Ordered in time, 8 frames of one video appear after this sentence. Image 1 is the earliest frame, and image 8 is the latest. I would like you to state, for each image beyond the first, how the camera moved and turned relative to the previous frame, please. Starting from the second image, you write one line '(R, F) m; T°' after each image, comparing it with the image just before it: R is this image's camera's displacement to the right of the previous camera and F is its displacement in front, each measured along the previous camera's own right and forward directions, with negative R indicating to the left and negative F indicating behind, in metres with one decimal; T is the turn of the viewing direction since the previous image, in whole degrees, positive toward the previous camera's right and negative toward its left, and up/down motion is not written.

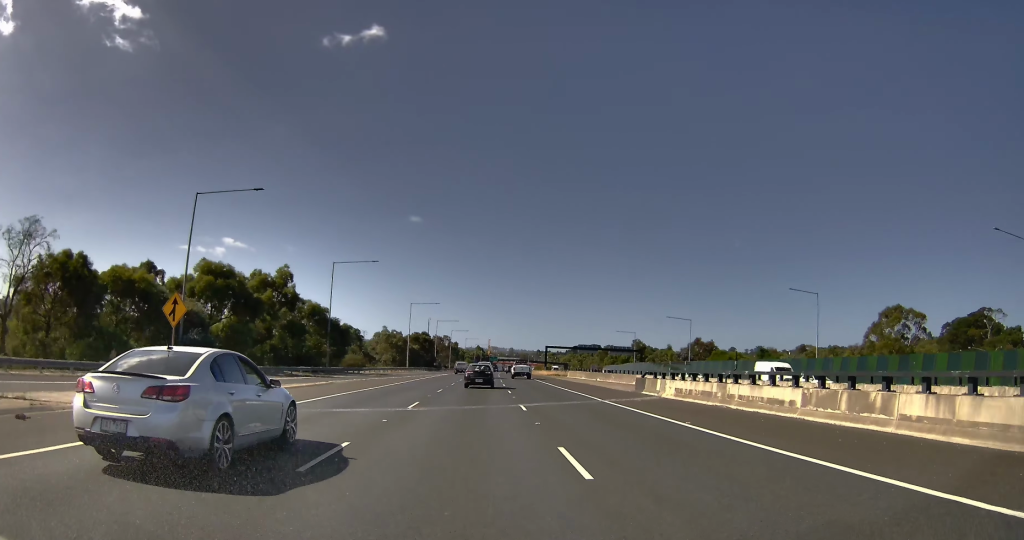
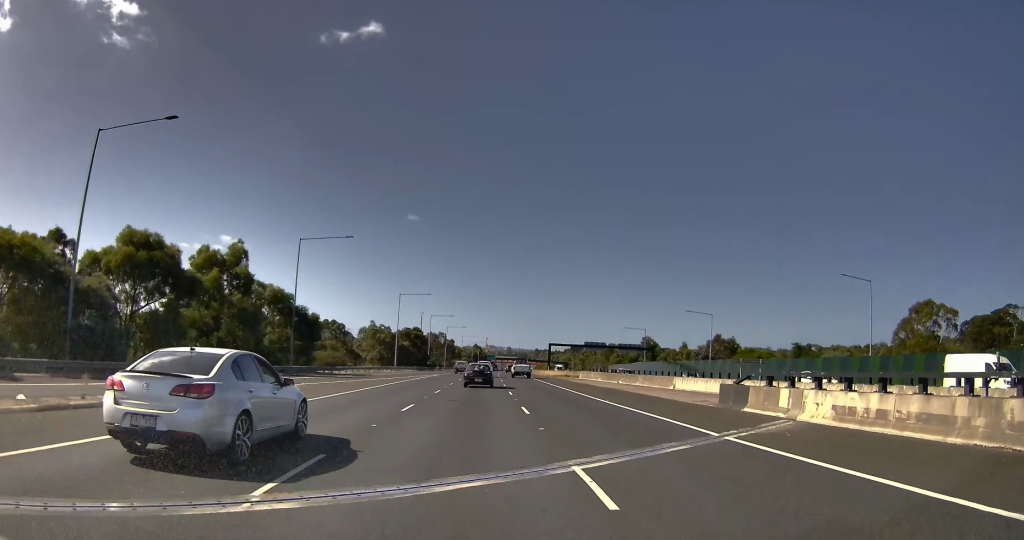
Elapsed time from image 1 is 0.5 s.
(0.0, +15.6) m; 0°
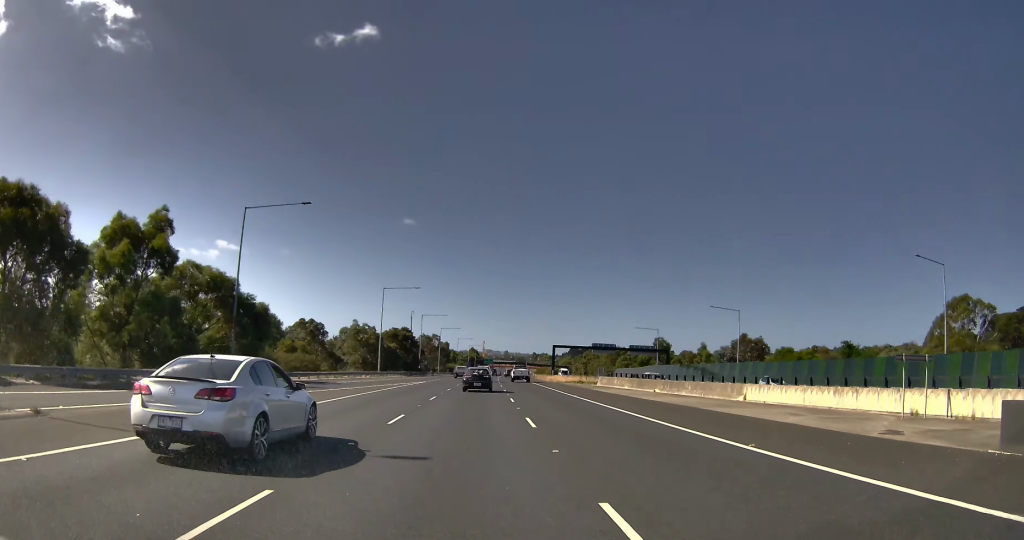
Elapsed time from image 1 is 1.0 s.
(-0.2, +15.6) m; 0°
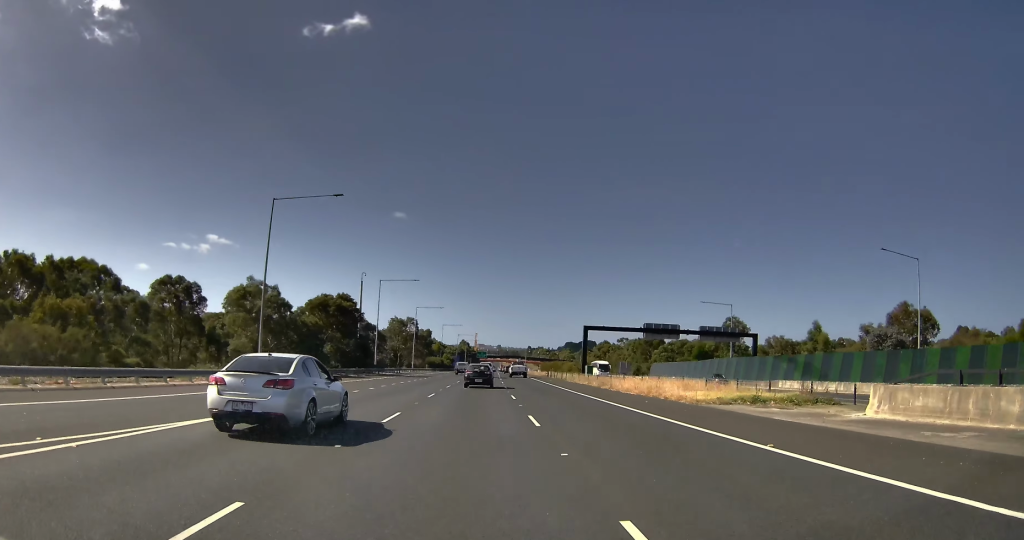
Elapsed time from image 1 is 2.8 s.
(-0.2, +50.2) m; 0°
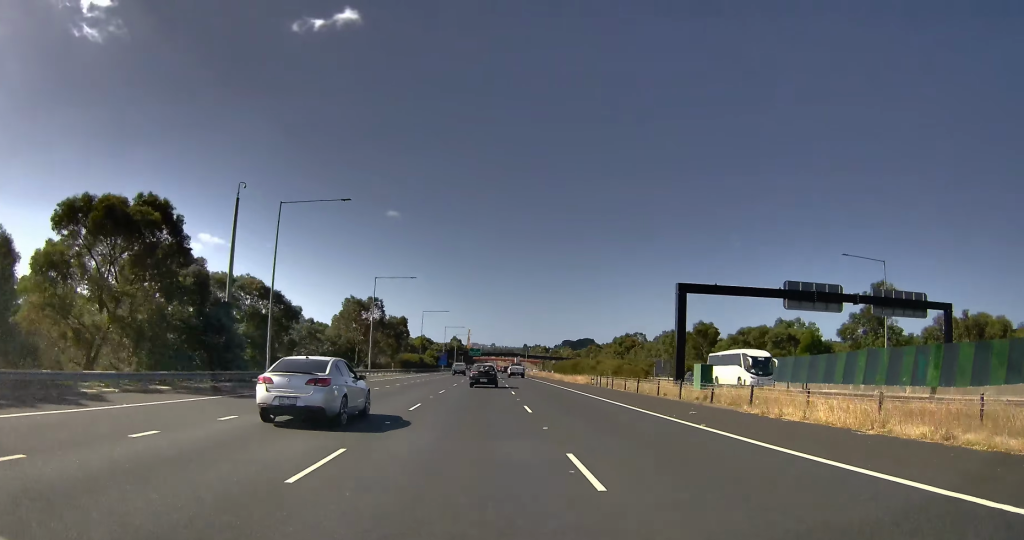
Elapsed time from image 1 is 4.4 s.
(+0.4, +43.3) m; 0°
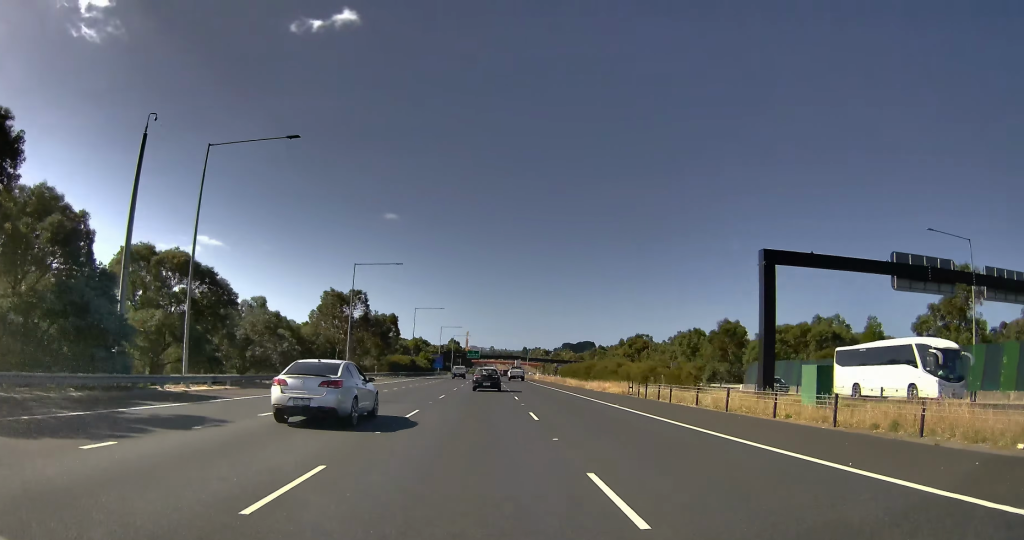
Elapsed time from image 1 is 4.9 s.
(-0.3, +13.6) m; -1°
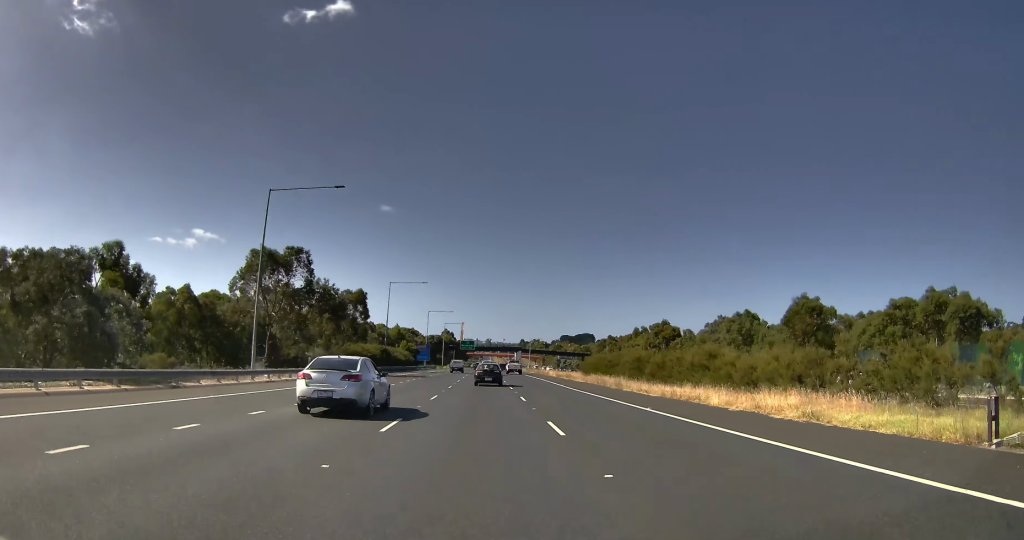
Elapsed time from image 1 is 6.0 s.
(-0.3, +28.7) m; -1°
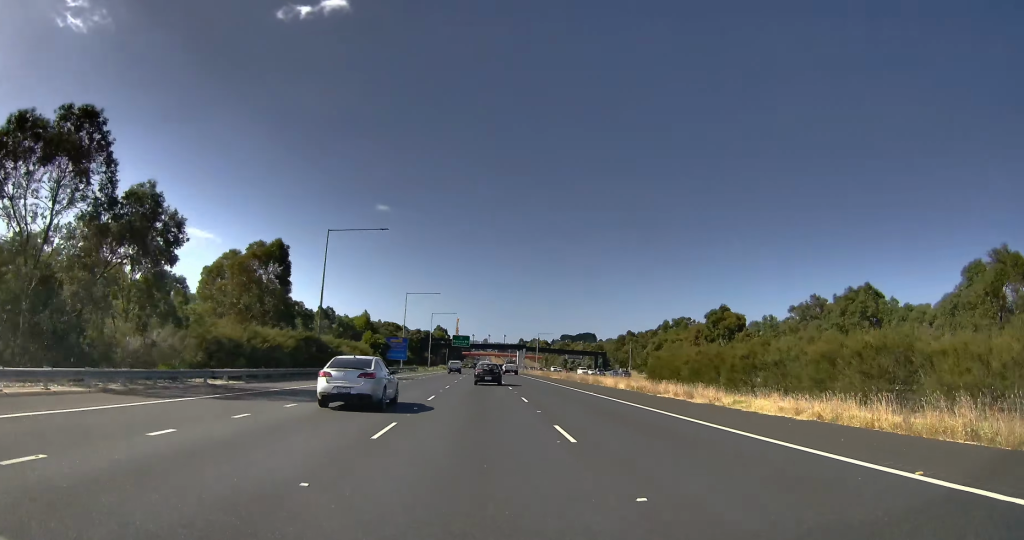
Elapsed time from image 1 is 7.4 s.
(0.0, +34.9) m; +1°
